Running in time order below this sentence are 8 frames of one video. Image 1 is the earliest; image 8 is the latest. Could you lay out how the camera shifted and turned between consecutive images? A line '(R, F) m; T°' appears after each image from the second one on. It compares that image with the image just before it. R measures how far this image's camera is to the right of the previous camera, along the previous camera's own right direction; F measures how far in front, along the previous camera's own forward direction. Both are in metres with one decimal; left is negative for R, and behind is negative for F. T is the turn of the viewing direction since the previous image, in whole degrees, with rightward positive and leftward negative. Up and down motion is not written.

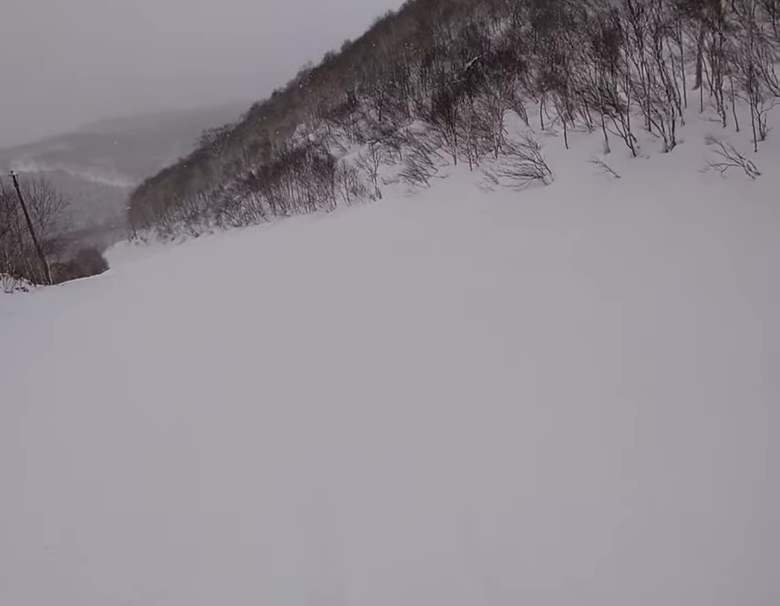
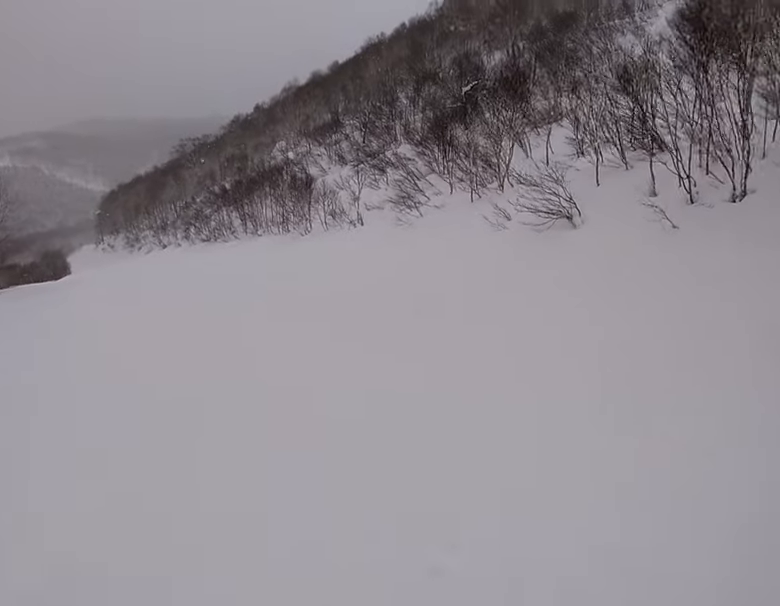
(+0.2, +3.7) m; -2°
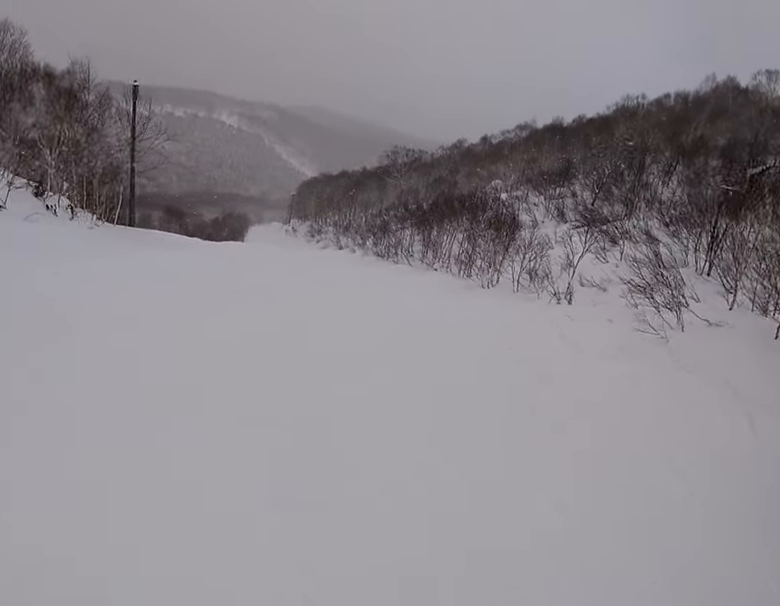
(-1.4, +8.1) m; -13°
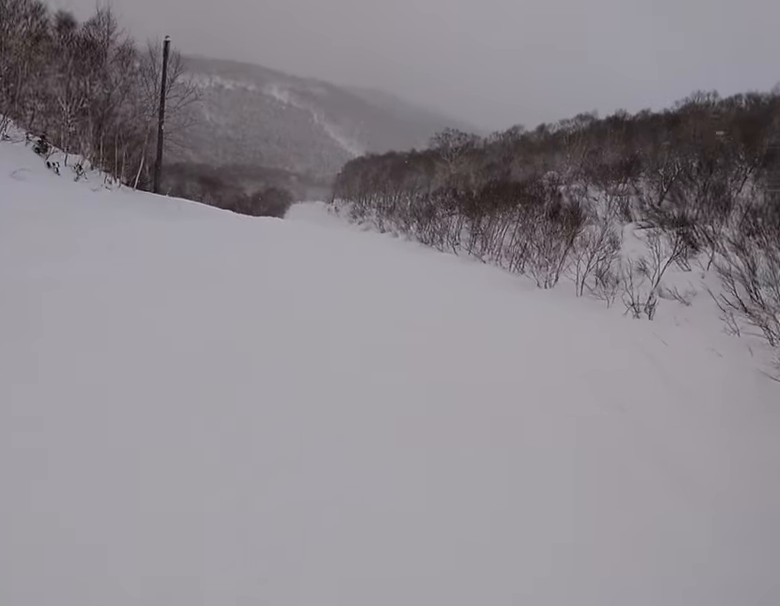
(+0.2, +3.2) m; -5°
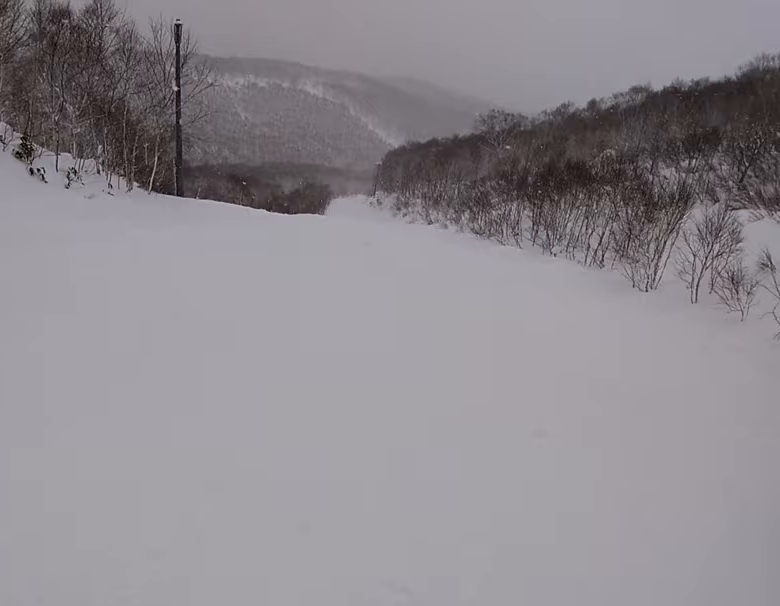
(-0.1, +4.1) m; -4°
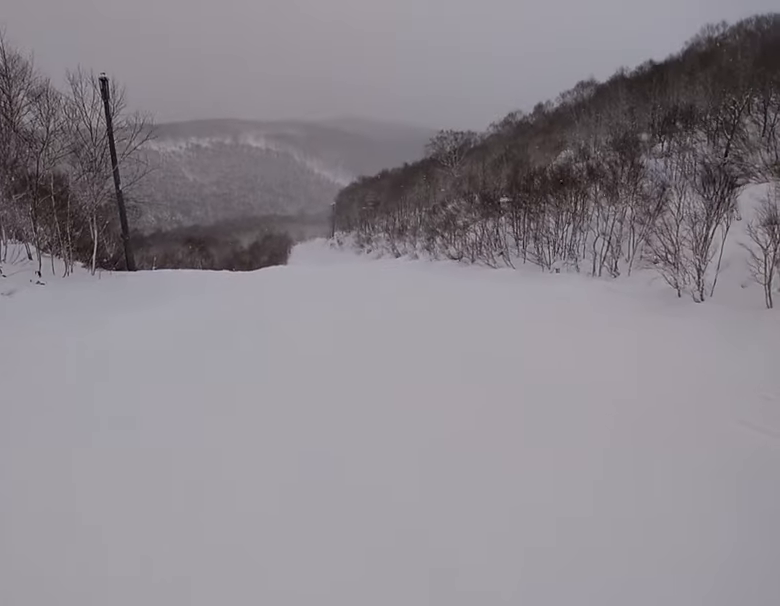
(-0.8, +4.1) m; 0°
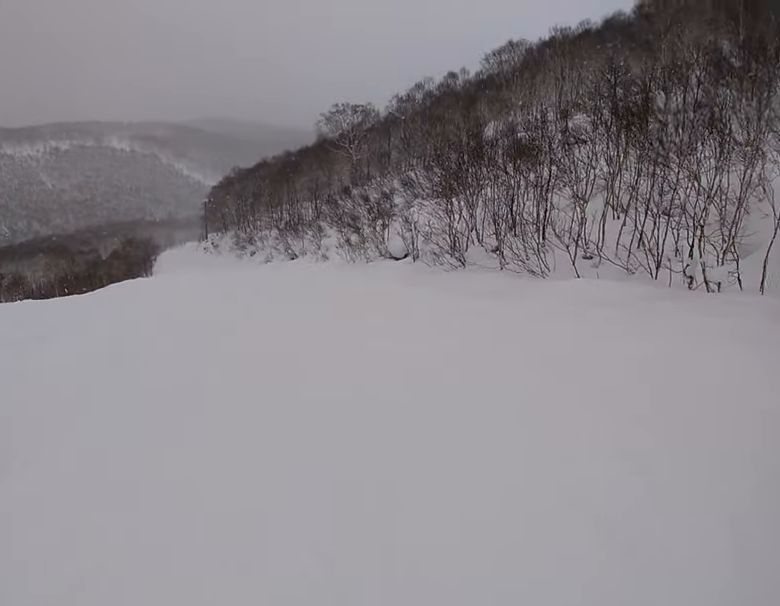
(+2.8, +17.8) m; +12°
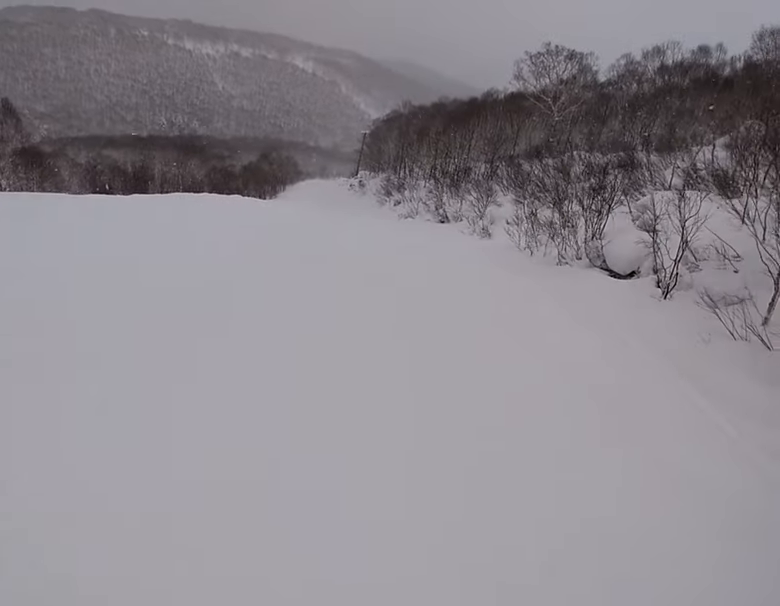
(0.0, +14.2) m; -6°
